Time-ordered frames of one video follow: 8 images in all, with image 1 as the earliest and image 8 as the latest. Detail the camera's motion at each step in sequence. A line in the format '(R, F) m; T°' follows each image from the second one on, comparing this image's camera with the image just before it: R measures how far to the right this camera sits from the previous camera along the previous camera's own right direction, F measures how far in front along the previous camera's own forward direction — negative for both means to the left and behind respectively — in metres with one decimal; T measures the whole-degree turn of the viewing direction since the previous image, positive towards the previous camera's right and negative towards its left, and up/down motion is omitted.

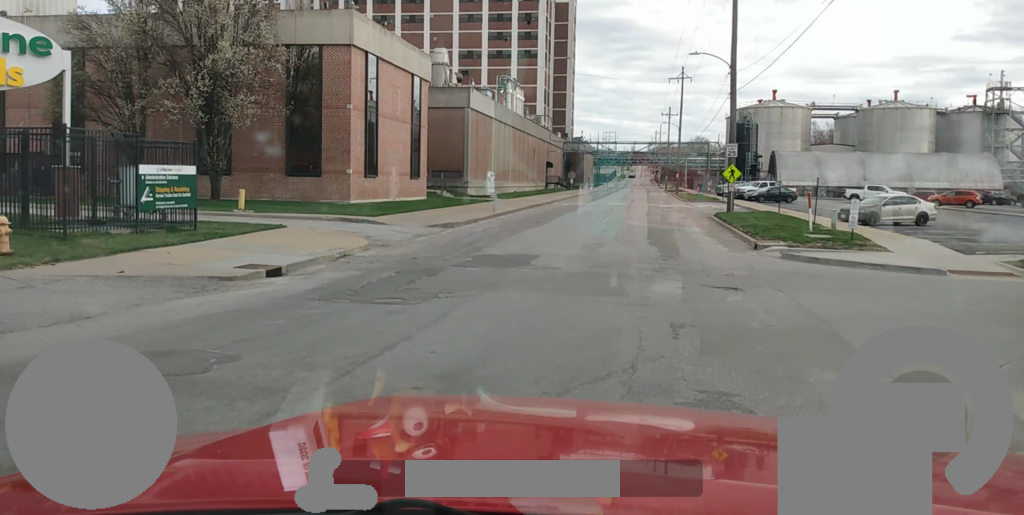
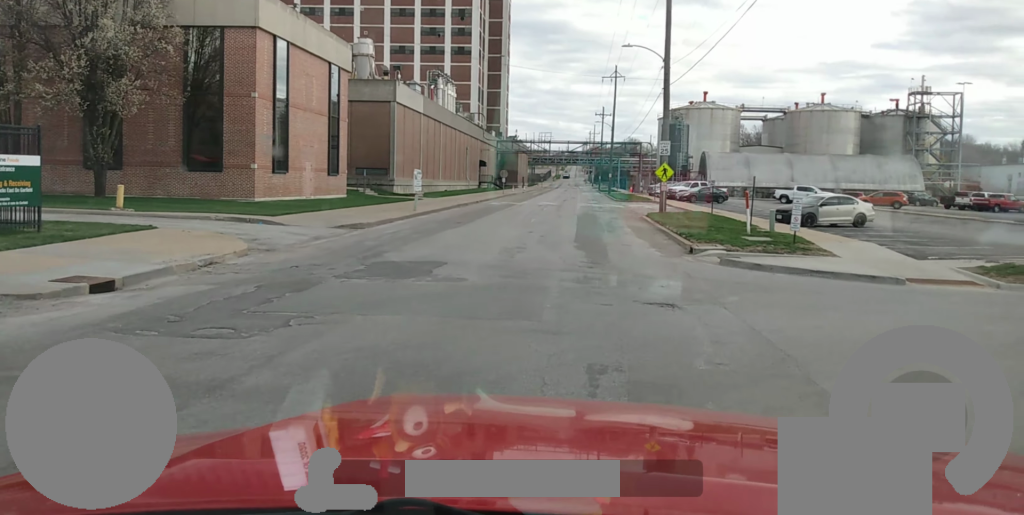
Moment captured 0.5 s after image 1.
(-0.1, +3.4) m; +1°
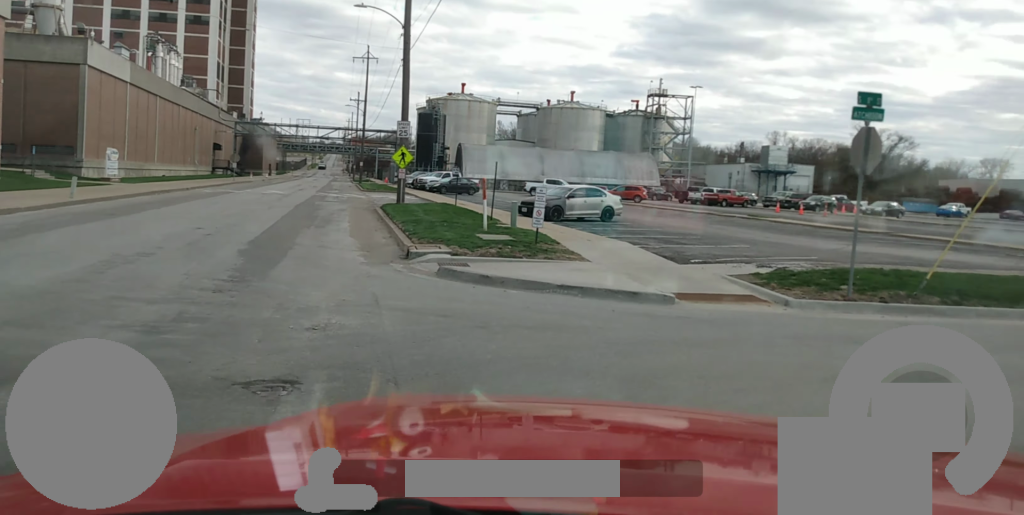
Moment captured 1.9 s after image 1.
(+0.9, +7.2) m; +24°
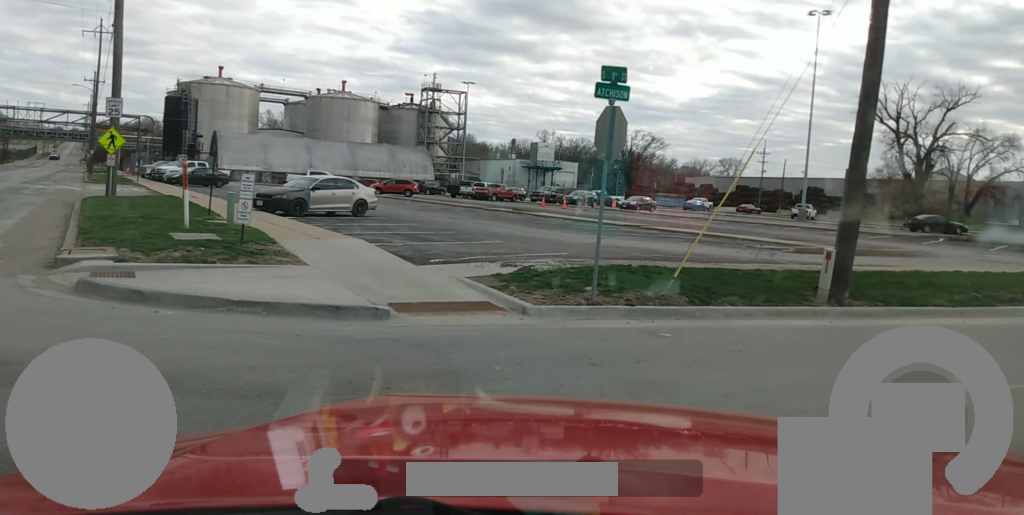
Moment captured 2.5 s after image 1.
(+0.6, +2.9) m; +17°
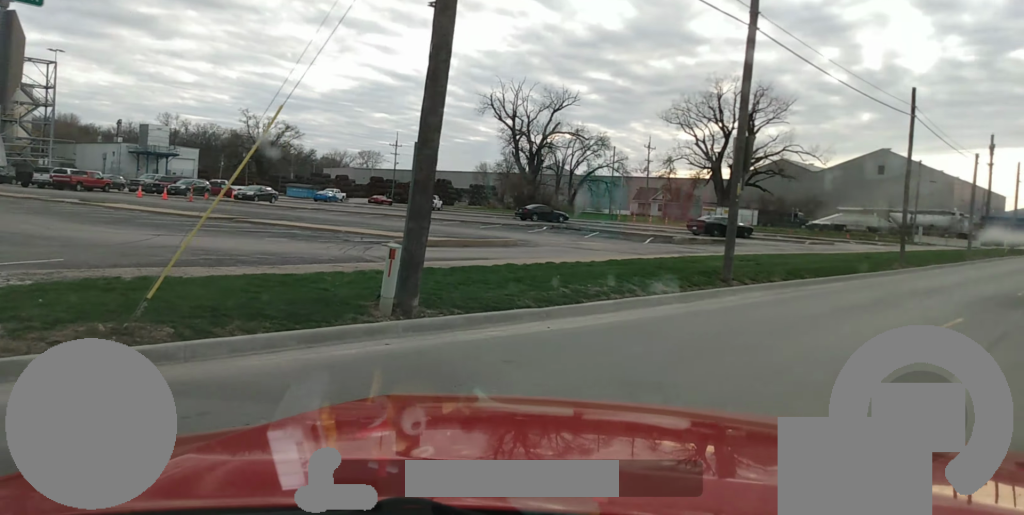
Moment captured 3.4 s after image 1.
(+0.9, +4.3) m; +25°
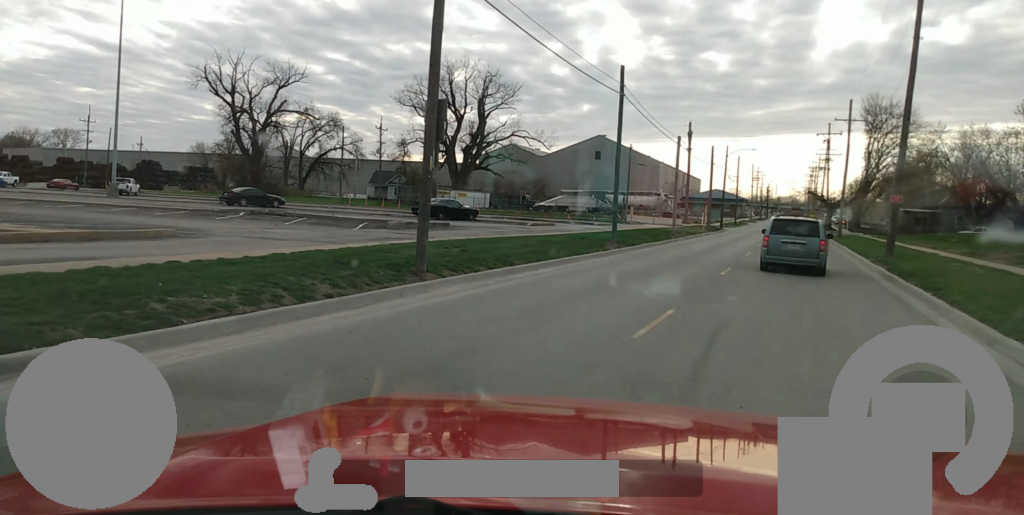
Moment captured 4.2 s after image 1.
(+0.8, +3.9) m; +14°
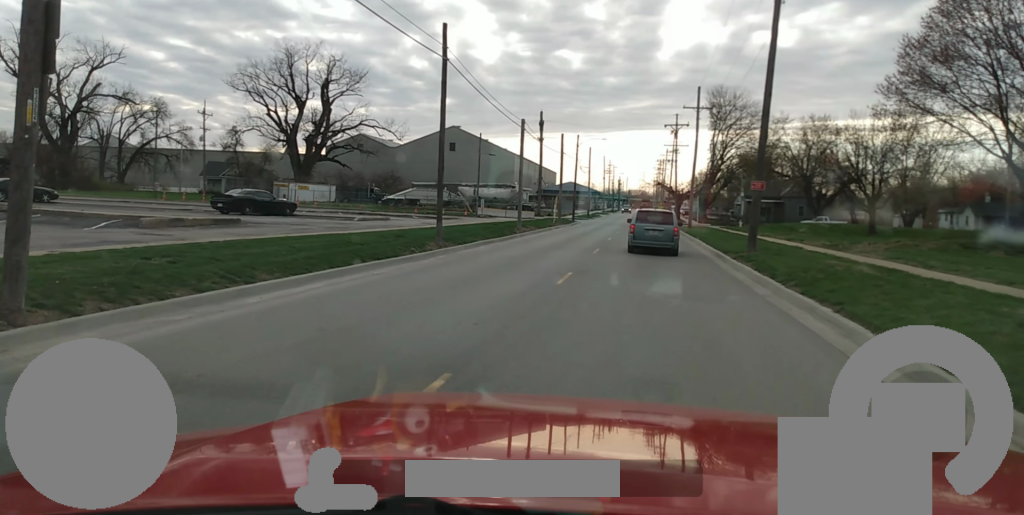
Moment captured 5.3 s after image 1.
(+0.6, +6.0) m; +6°
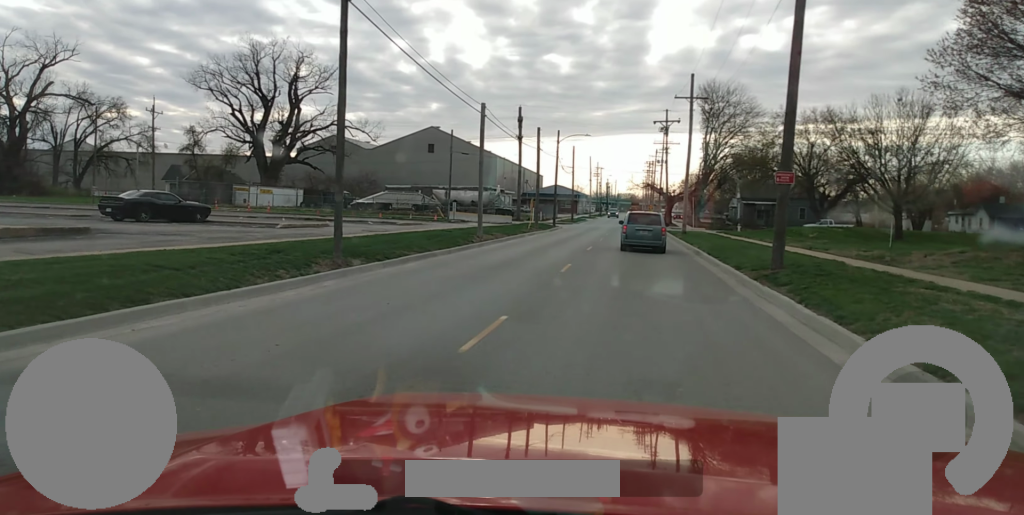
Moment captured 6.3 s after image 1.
(0.0, +6.6) m; +2°
